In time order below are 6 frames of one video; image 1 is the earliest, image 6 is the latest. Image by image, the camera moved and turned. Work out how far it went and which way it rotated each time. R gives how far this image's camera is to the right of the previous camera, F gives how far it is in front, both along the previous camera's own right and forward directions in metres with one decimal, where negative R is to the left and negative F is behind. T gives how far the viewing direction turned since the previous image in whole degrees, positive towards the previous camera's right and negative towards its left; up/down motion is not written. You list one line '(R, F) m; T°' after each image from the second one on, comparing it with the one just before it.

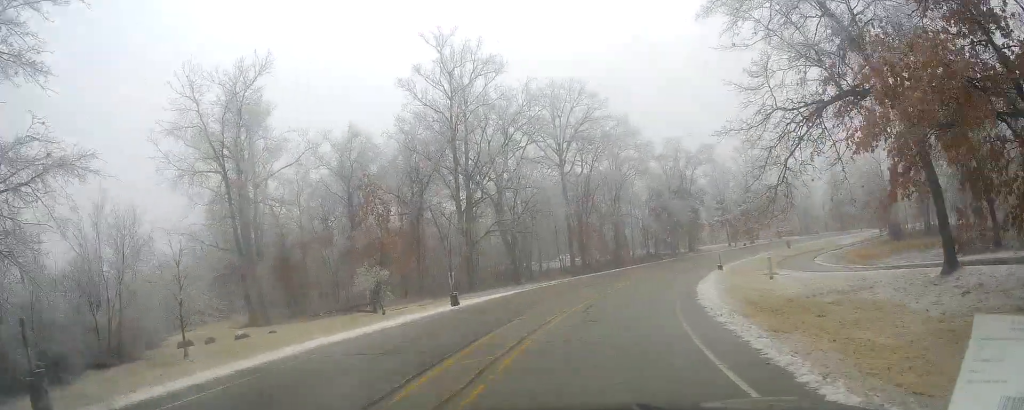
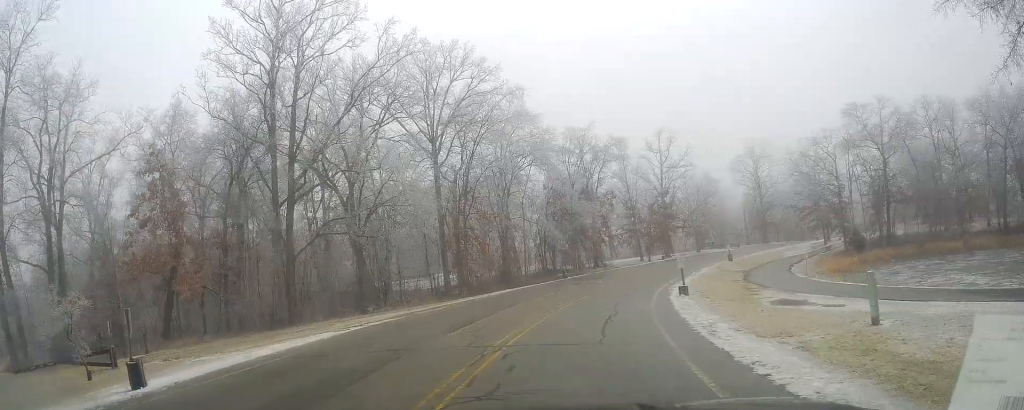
(+0.1, +18.6) m; +5°
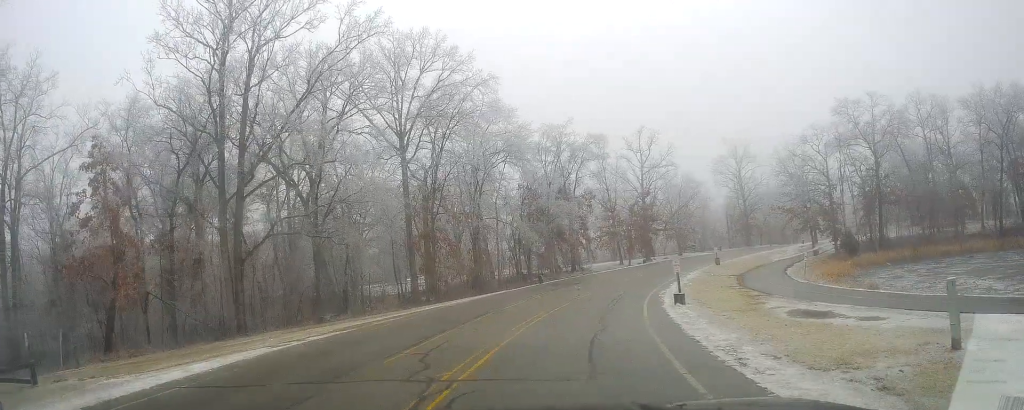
(0.0, +4.1) m; +8°
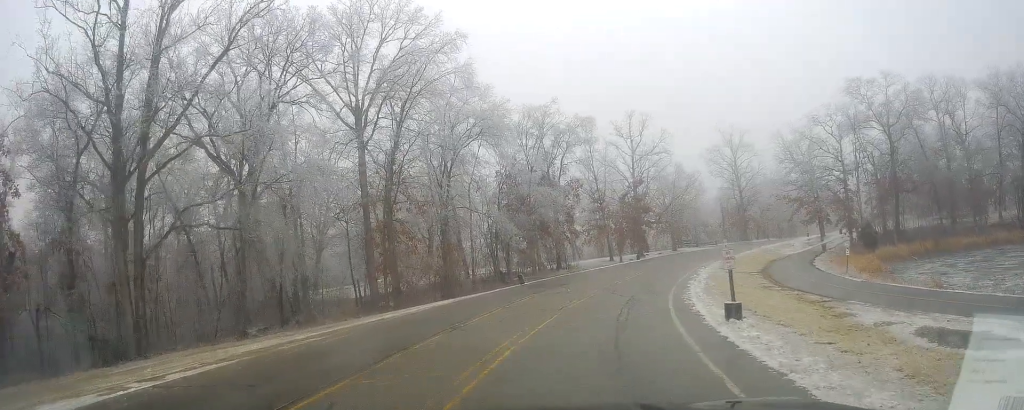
(+1.2, +8.2) m; +7°
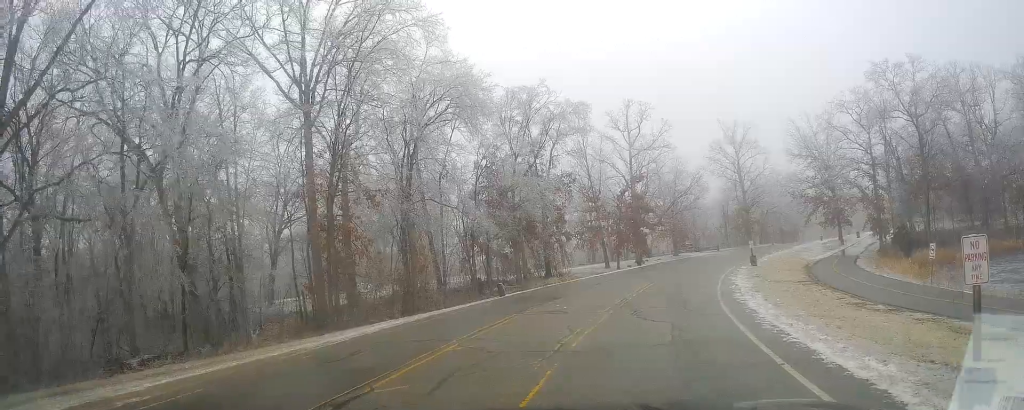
(-0.5, +9.0) m; -6°
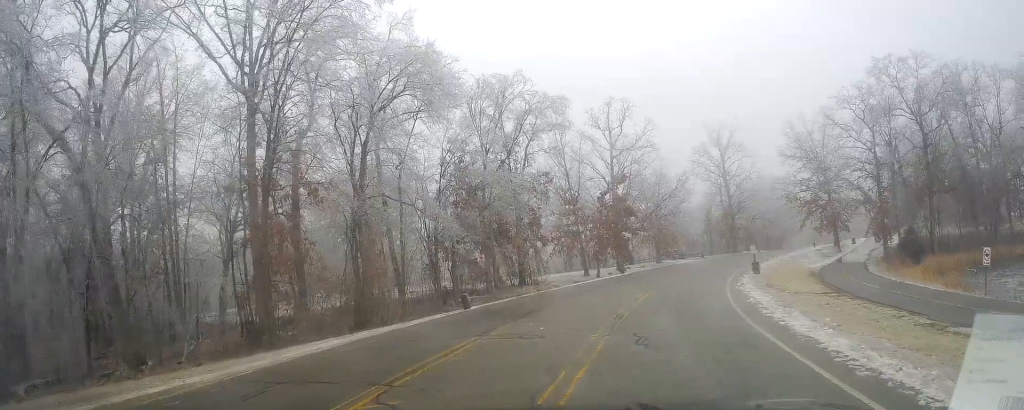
(-0.1, +5.3) m; +3°
